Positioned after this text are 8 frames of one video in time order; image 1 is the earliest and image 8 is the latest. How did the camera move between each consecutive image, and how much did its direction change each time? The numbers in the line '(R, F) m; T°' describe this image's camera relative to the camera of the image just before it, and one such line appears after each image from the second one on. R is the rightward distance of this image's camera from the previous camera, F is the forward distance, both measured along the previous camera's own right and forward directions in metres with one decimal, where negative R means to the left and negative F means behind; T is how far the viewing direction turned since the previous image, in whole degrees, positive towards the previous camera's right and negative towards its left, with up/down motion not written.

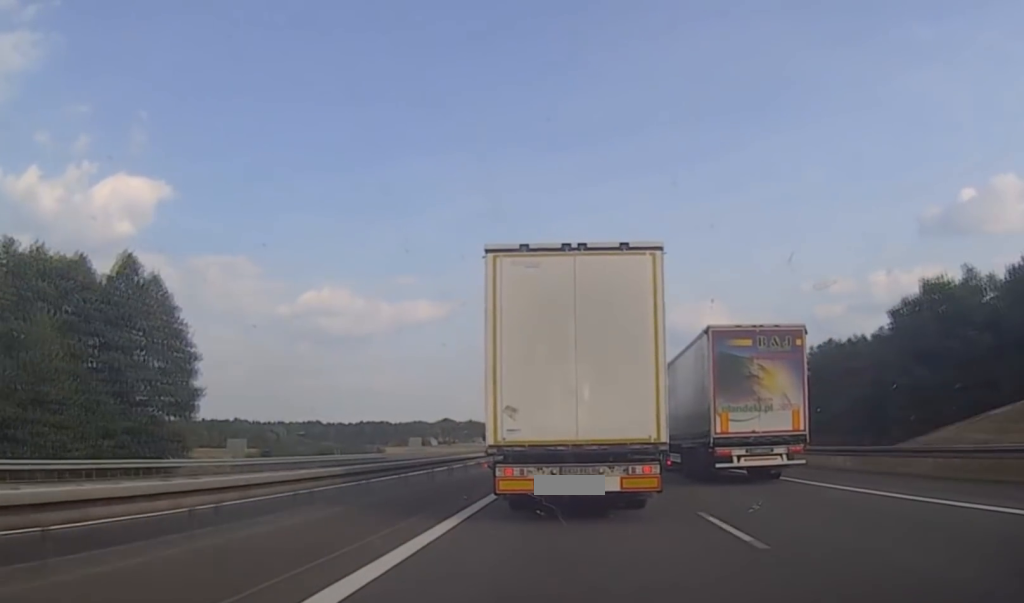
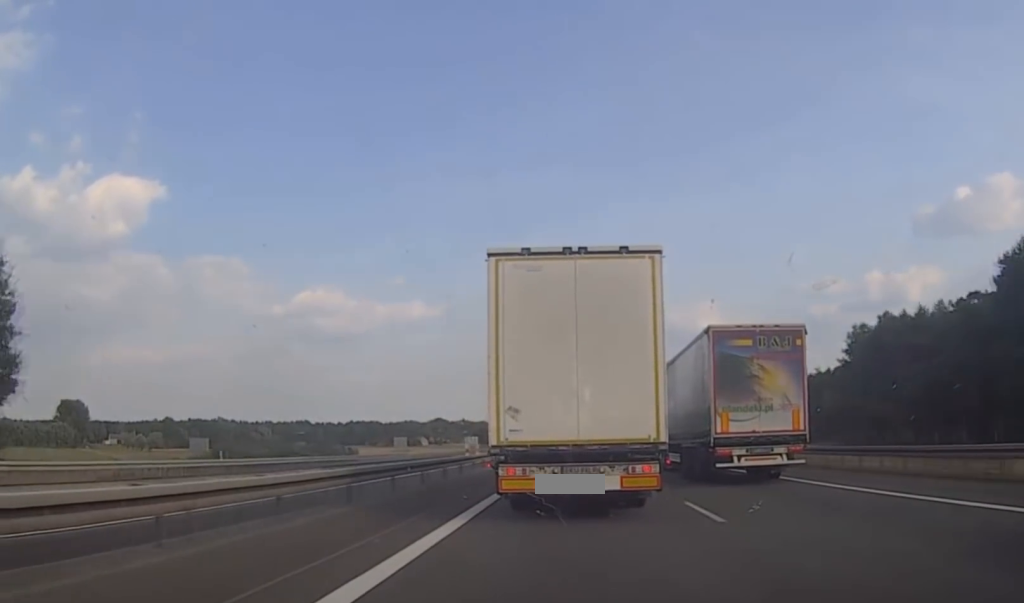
(+0.1, +18.1) m; +1°
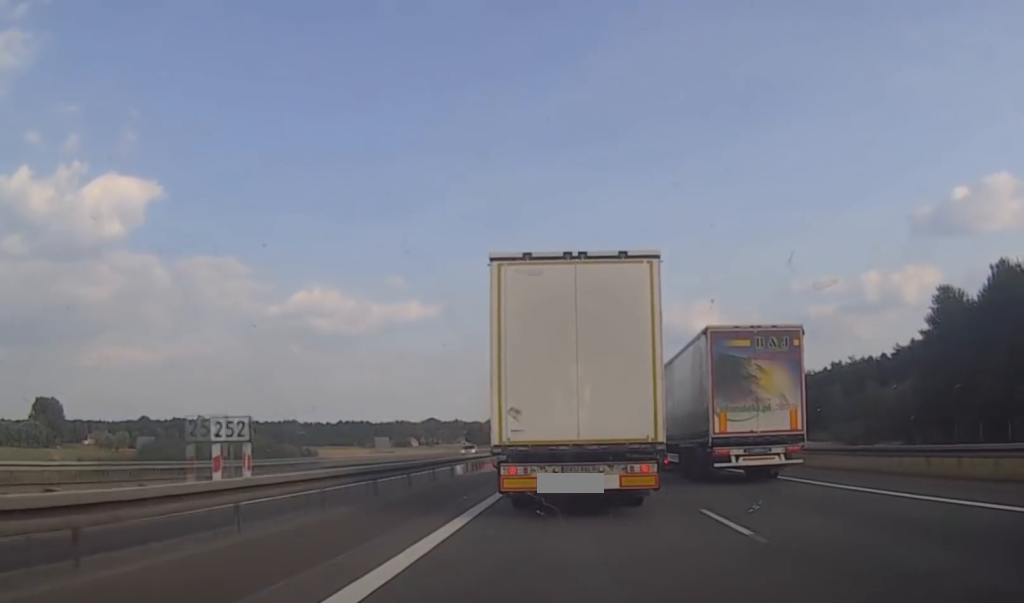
(+0.5, +23.1) m; +1°
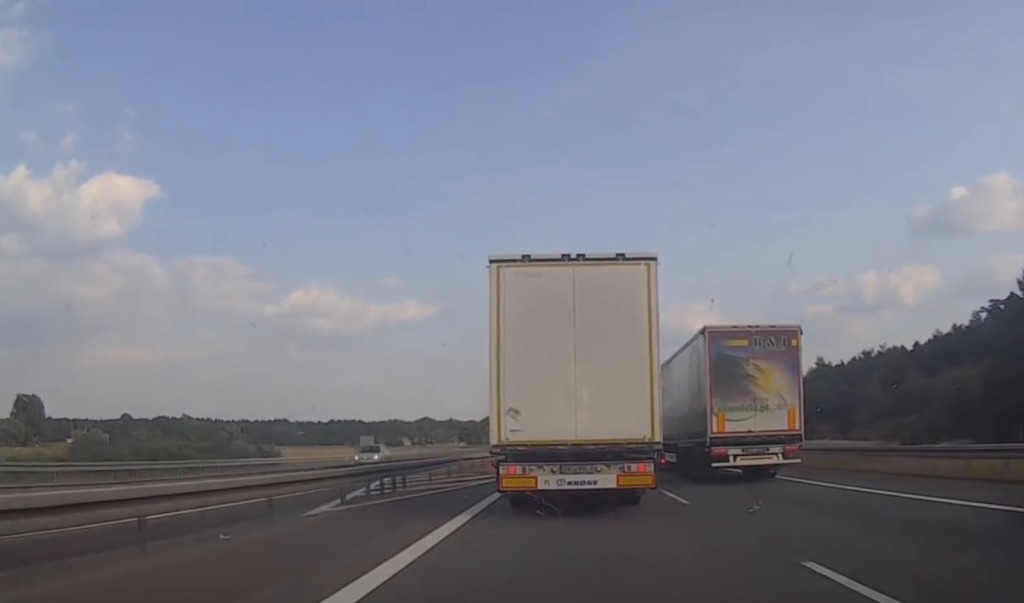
(0.0, +16.7) m; 0°
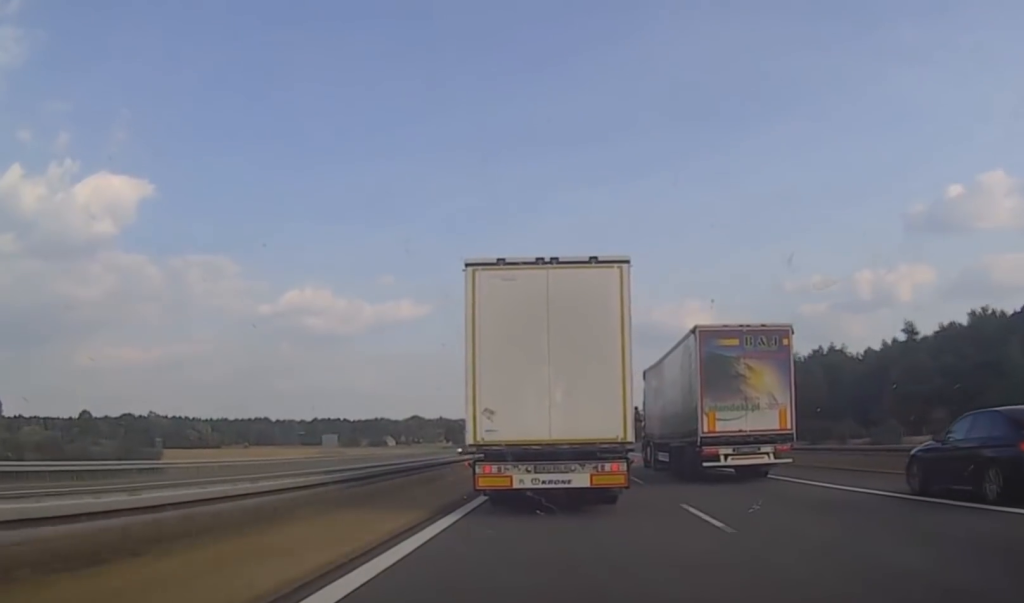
(0.0, +38.5) m; 0°
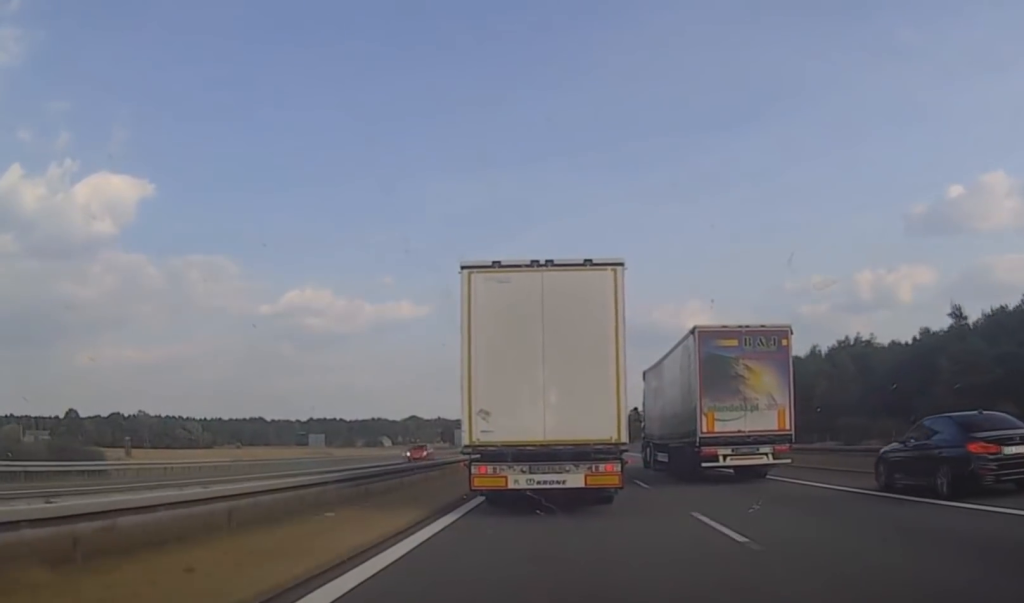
(0.0, +13.2) m; 0°
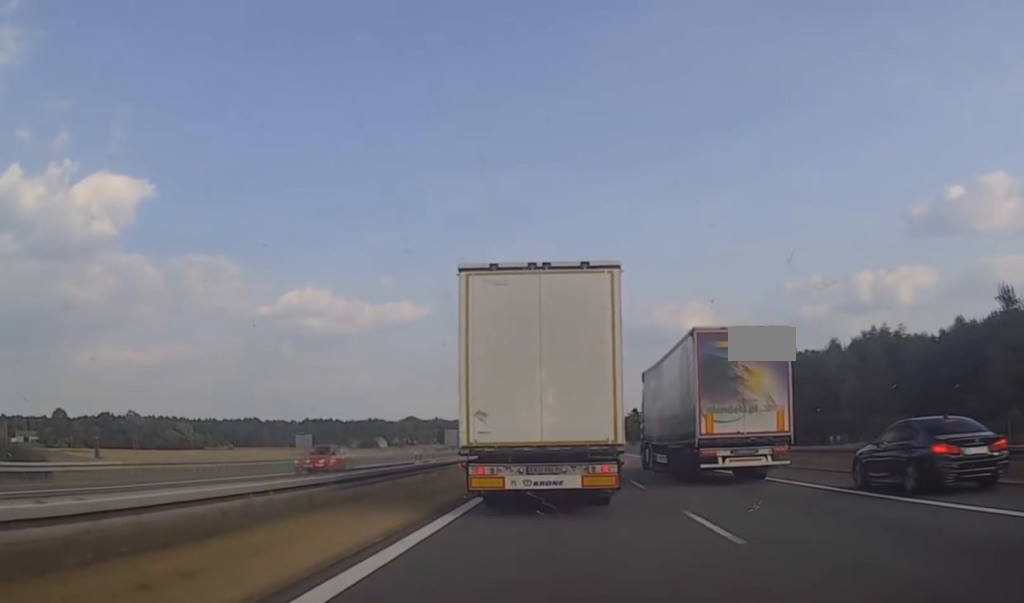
(0.0, +11.4) m; 0°
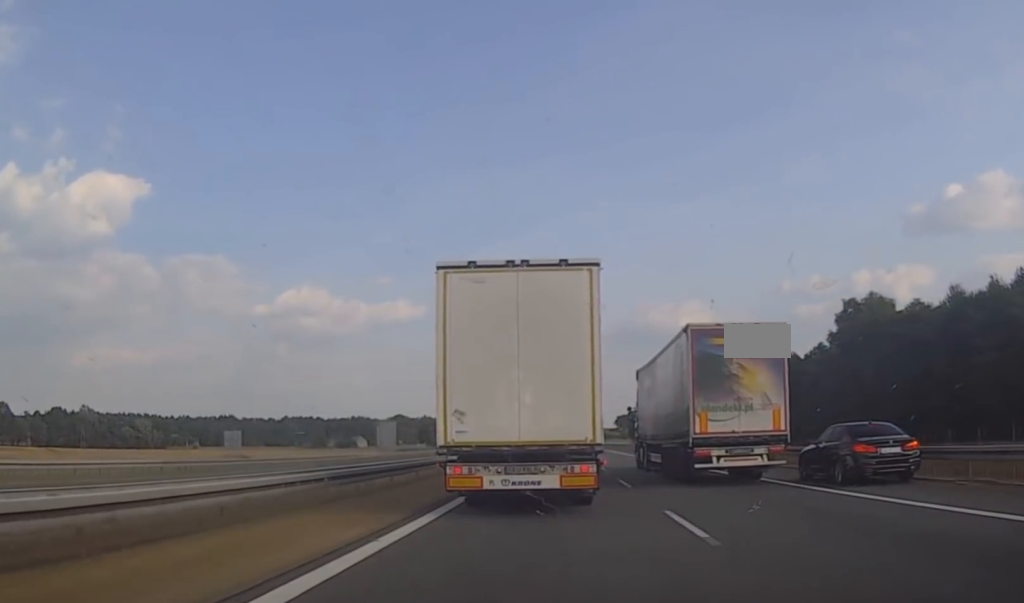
(0.0, +47.7) m; 0°
